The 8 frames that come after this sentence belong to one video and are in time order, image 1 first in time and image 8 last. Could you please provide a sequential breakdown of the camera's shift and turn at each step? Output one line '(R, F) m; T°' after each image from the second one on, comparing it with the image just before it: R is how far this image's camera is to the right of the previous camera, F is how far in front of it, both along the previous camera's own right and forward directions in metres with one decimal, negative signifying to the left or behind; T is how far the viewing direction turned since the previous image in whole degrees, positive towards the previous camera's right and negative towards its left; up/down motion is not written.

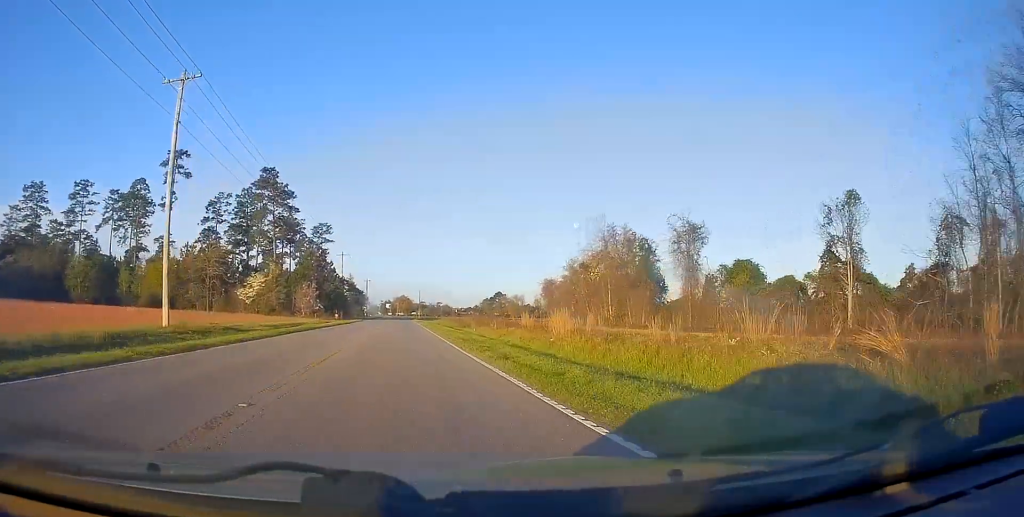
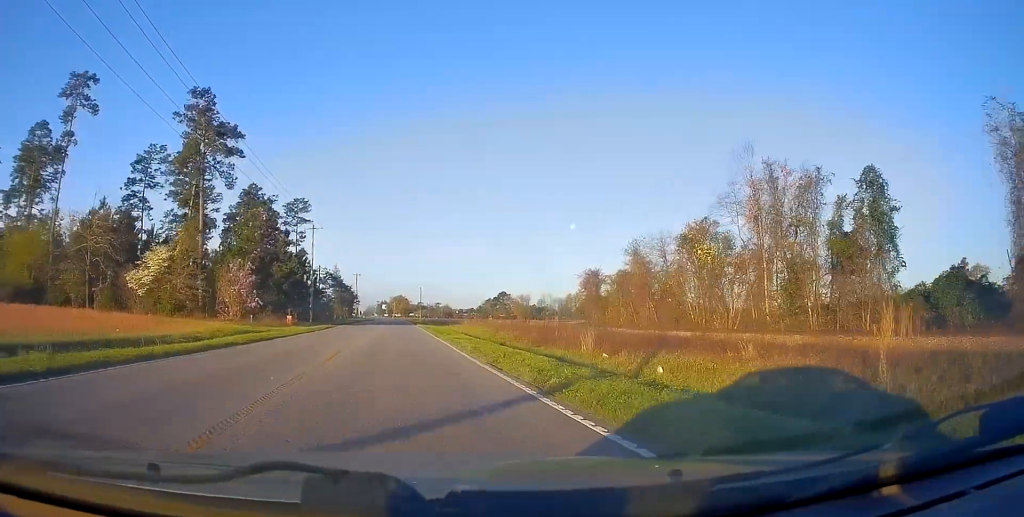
(+0.4, +36.2) m; 0°
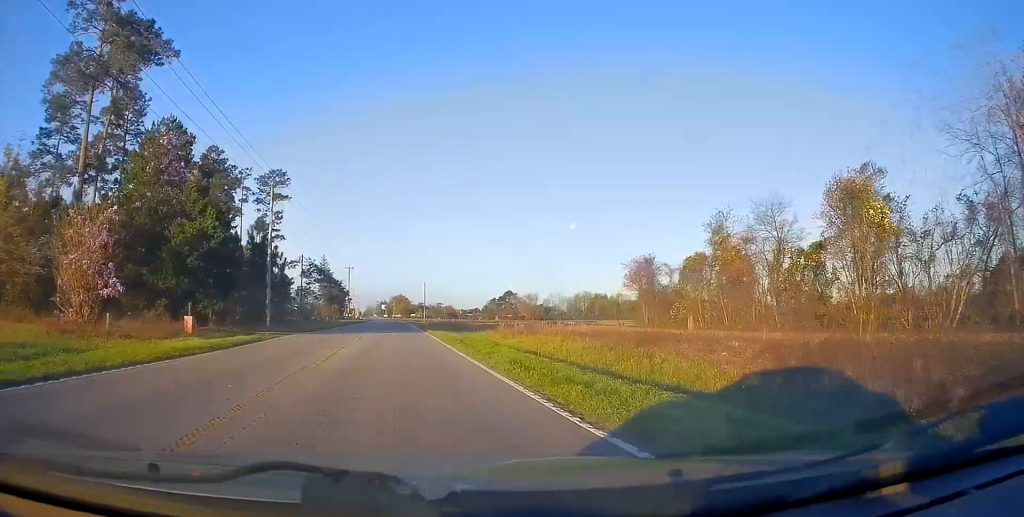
(-0.4, +24.8) m; -1°
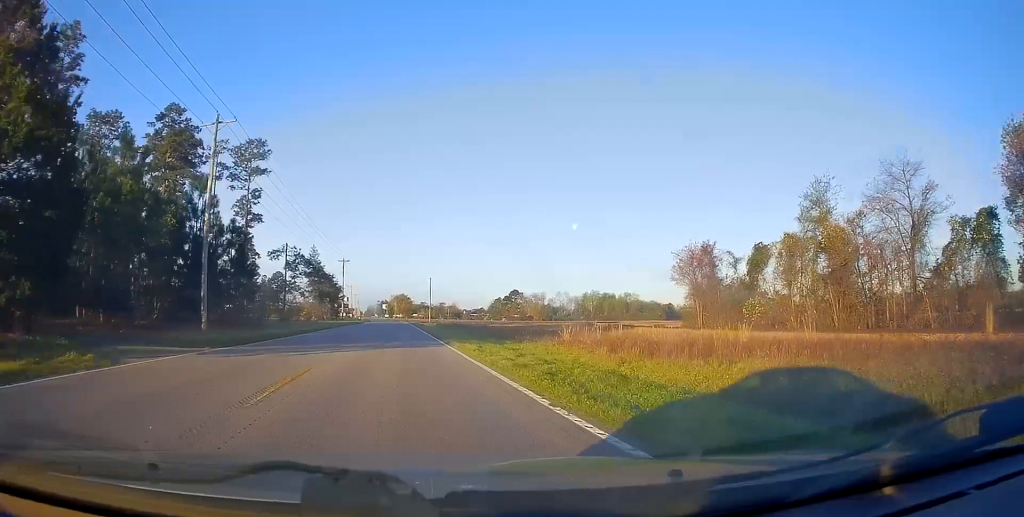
(-0.1, +17.1) m; 0°
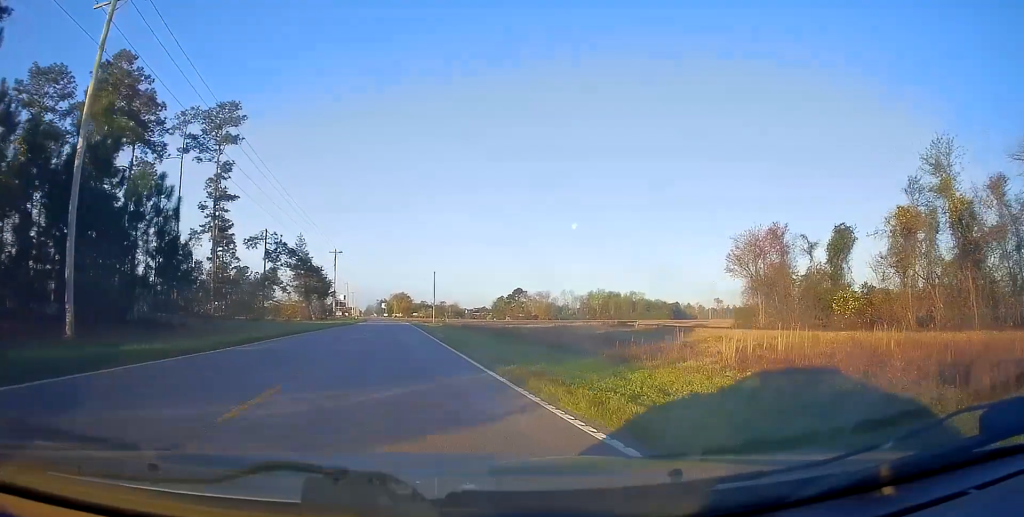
(0.0, +14.5) m; 0°
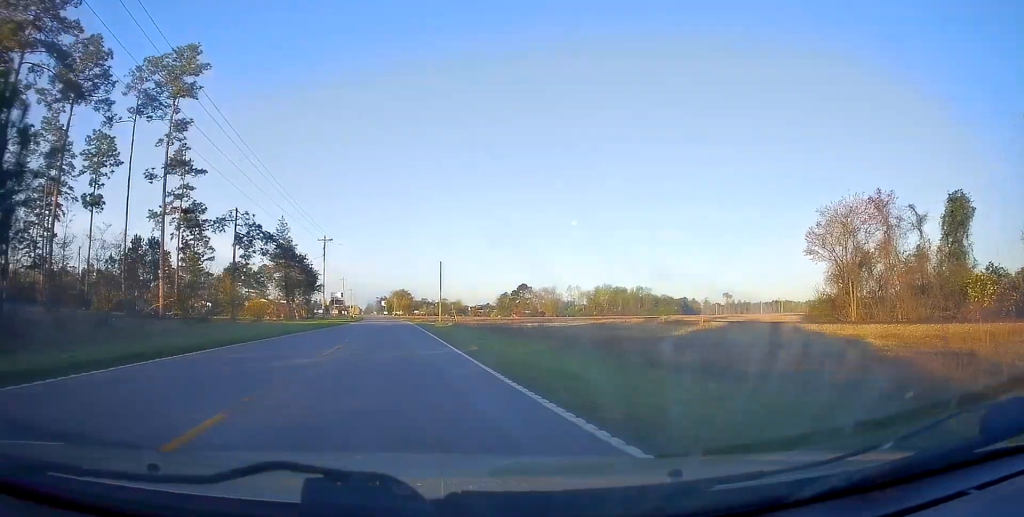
(0.0, +15.0) m; 0°
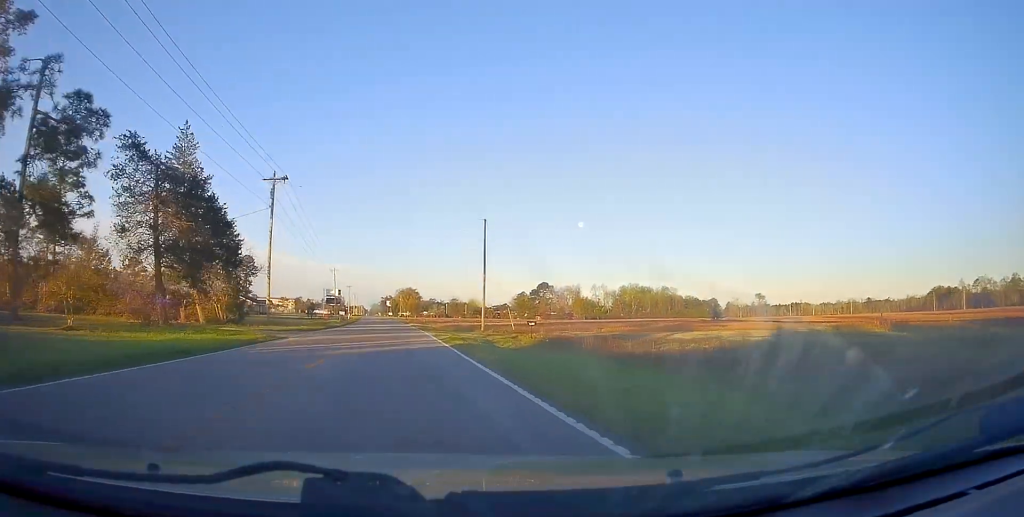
(0.0, +40.0) m; 0°
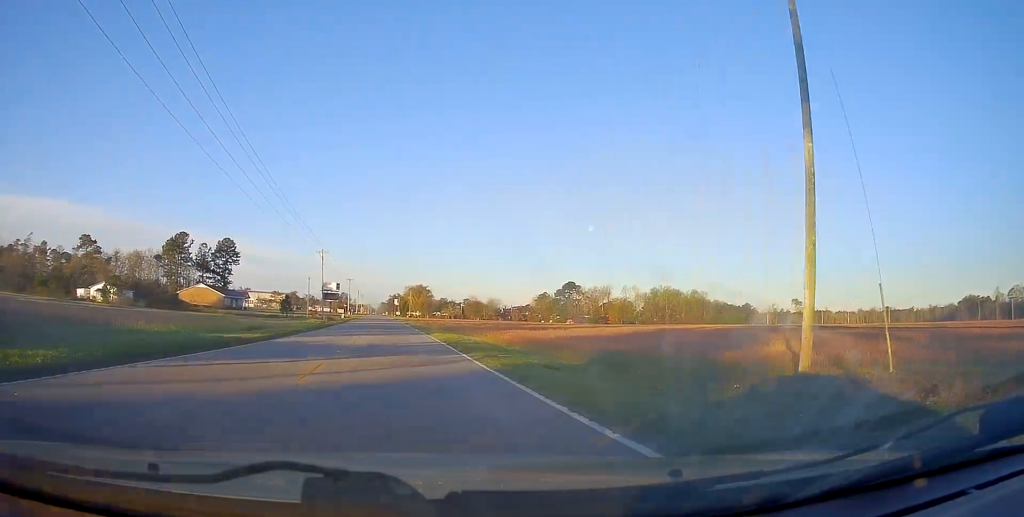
(+0.3, +37.6) m; 0°
